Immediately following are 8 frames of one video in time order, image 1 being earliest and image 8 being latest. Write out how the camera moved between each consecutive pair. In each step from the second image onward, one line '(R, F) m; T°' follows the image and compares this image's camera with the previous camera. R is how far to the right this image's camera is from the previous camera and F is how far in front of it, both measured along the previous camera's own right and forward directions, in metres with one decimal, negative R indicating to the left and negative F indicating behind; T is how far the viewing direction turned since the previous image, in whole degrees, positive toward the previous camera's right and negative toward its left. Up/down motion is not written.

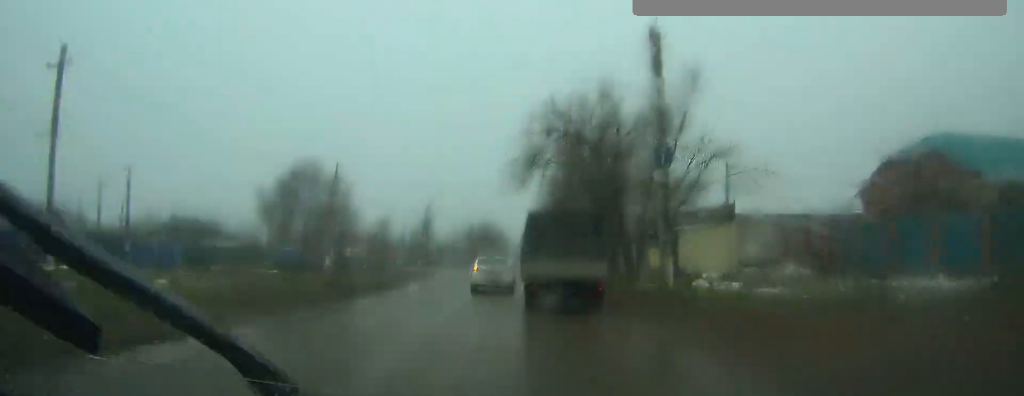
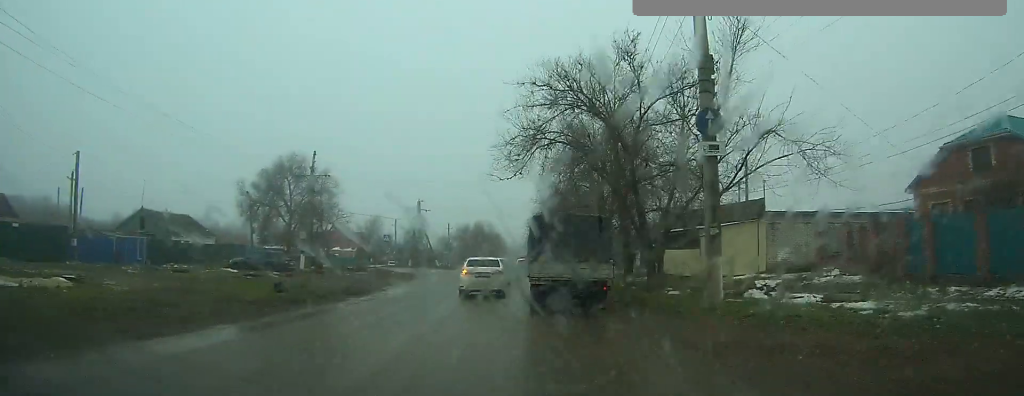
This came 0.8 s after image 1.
(-0.1, +5.2) m; -1°
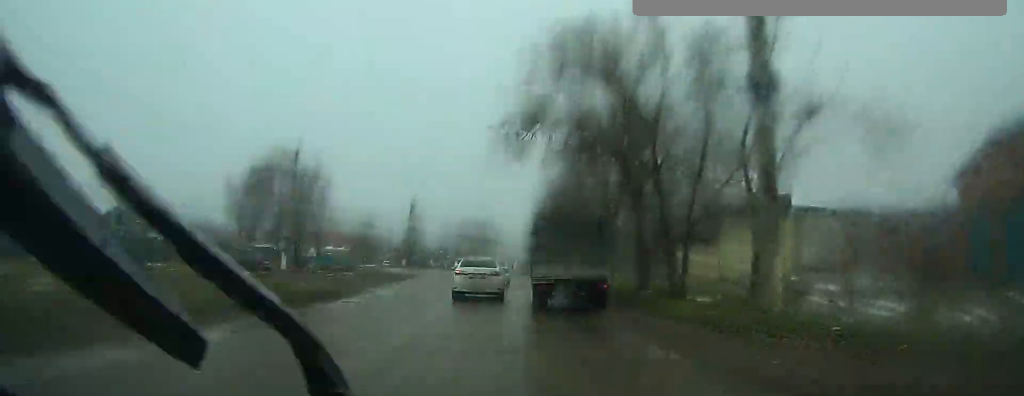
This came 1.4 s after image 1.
(0.0, +3.3) m; 0°
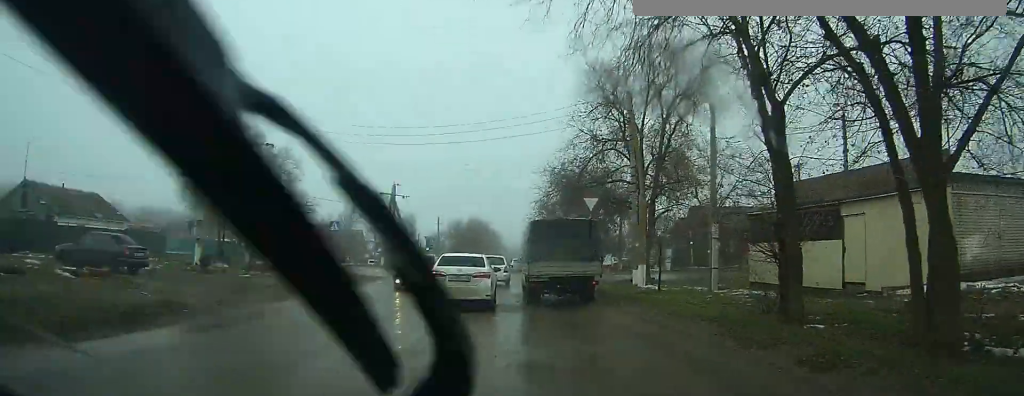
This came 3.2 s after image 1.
(+0.1, +11.5) m; +1°
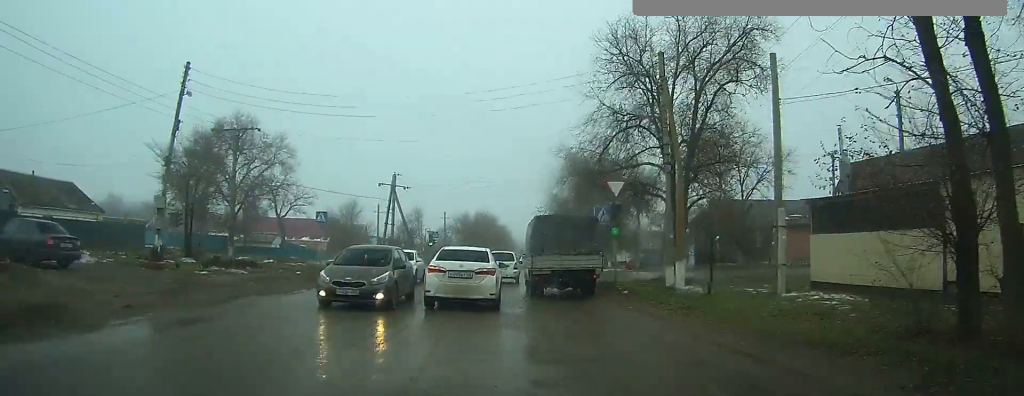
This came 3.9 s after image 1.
(0.0, +3.5) m; +1°
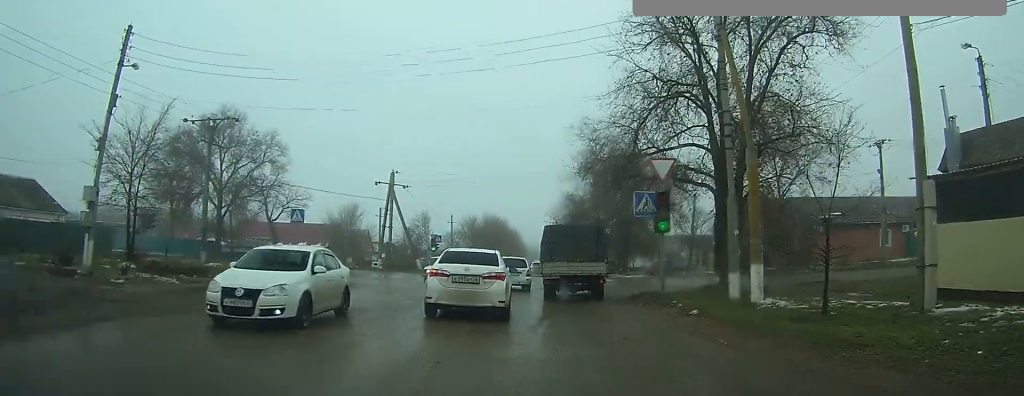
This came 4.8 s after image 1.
(0.0, +4.3) m; +1°
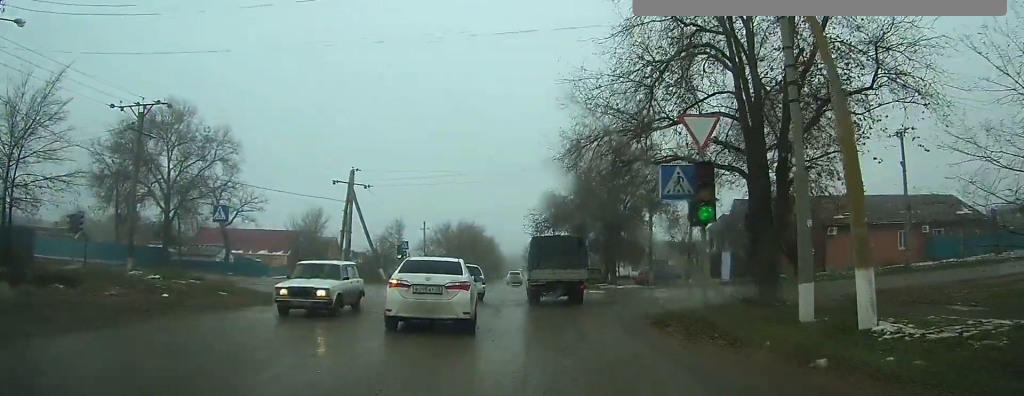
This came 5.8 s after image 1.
(0.0, +4.5) m; 0°
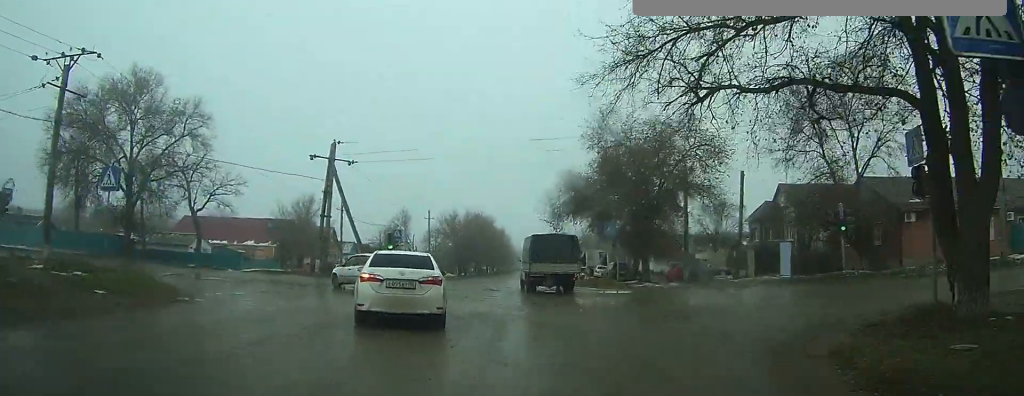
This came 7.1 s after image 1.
(0.0, +6.8) m; -3°
